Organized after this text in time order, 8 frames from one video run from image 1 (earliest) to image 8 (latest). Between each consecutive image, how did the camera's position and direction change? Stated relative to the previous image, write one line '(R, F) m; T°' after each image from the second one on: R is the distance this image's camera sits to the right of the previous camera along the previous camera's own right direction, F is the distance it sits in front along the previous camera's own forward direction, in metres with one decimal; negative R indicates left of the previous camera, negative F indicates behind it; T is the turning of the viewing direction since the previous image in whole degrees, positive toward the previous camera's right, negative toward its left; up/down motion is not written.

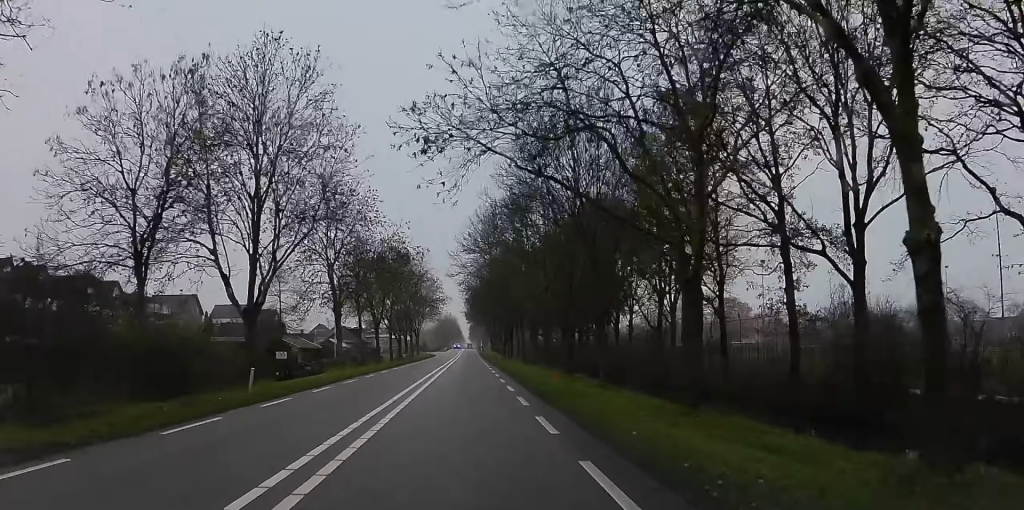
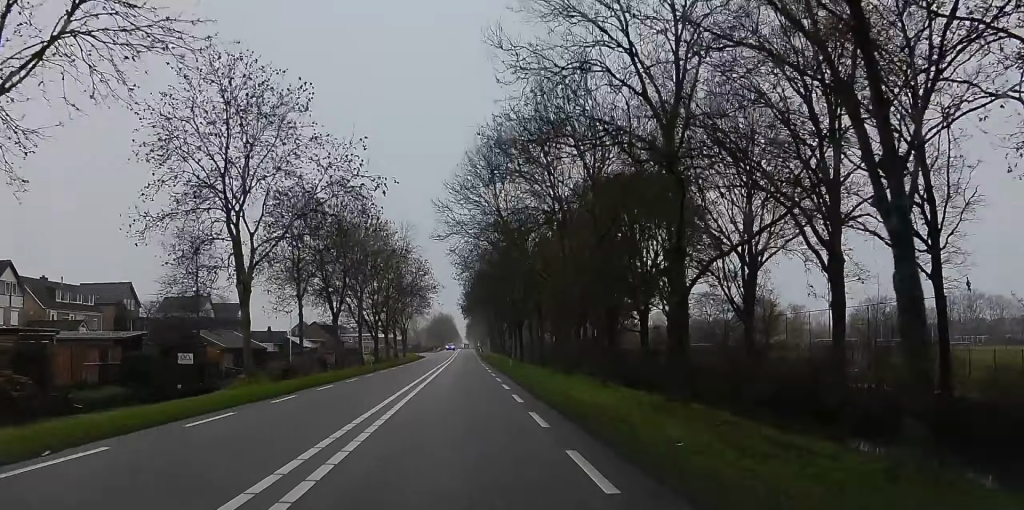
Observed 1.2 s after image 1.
(0.0, +22.5) m; 0°
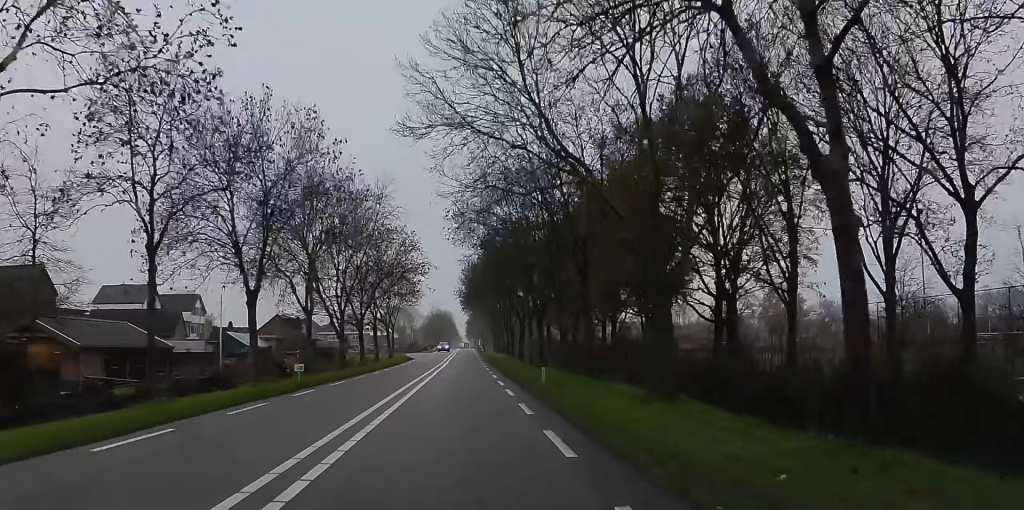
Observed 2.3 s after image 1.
(0.0, +21.9) m; 0°
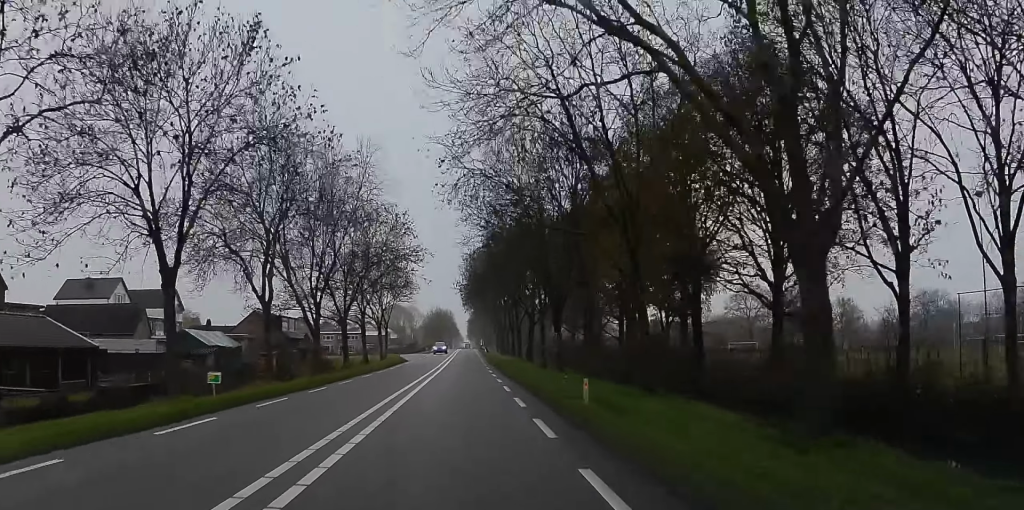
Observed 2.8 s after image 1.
(0.0, +9.4) m; 0°
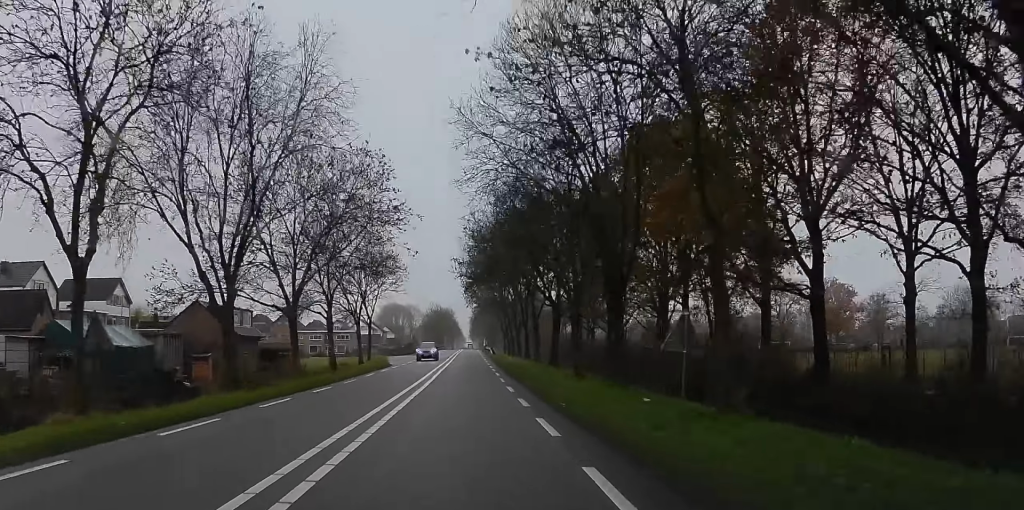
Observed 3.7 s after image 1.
(+0.1, +18.2) m; 0°
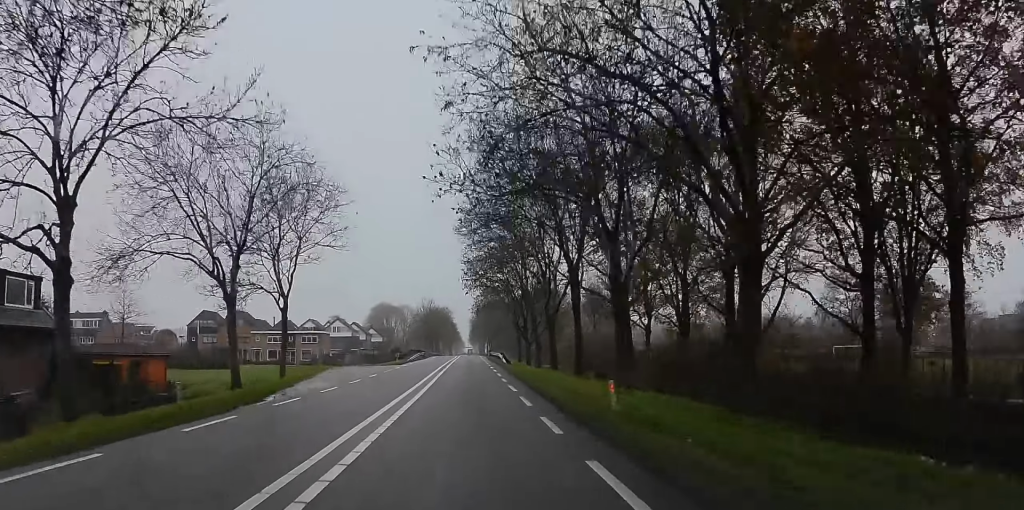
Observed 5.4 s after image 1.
(0.0, +34.6) m; -2°
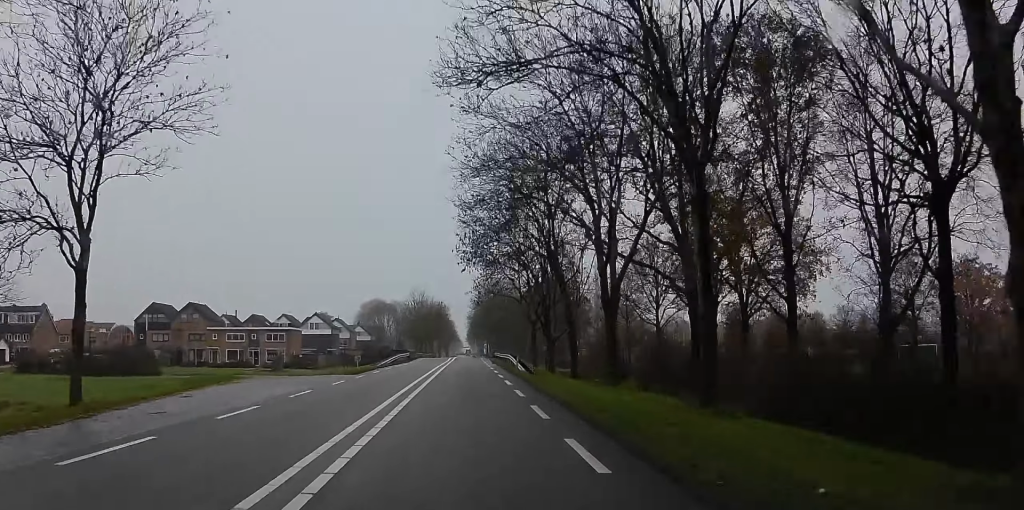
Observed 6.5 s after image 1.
(-0.8, +22.4) m; +2°
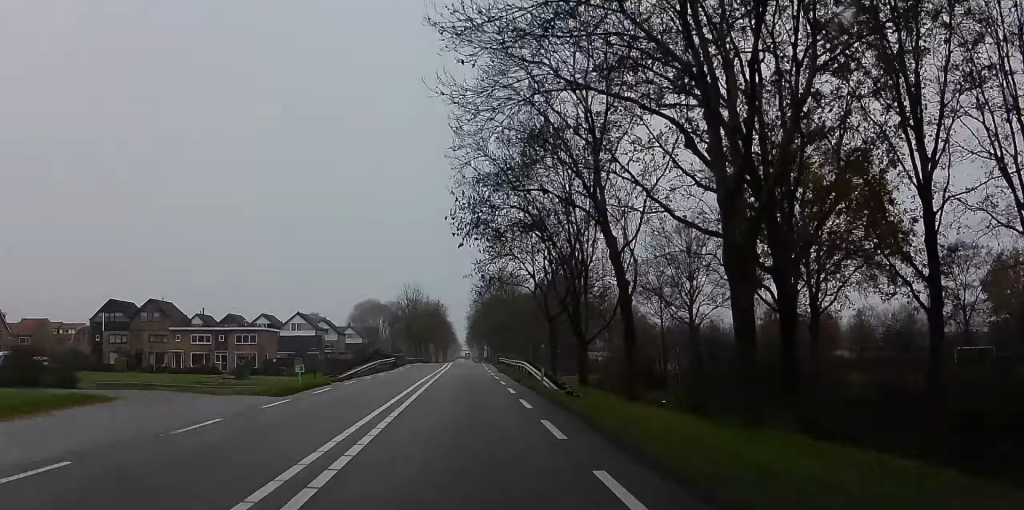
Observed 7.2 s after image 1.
(+1.0, +14.4) m; 0°
